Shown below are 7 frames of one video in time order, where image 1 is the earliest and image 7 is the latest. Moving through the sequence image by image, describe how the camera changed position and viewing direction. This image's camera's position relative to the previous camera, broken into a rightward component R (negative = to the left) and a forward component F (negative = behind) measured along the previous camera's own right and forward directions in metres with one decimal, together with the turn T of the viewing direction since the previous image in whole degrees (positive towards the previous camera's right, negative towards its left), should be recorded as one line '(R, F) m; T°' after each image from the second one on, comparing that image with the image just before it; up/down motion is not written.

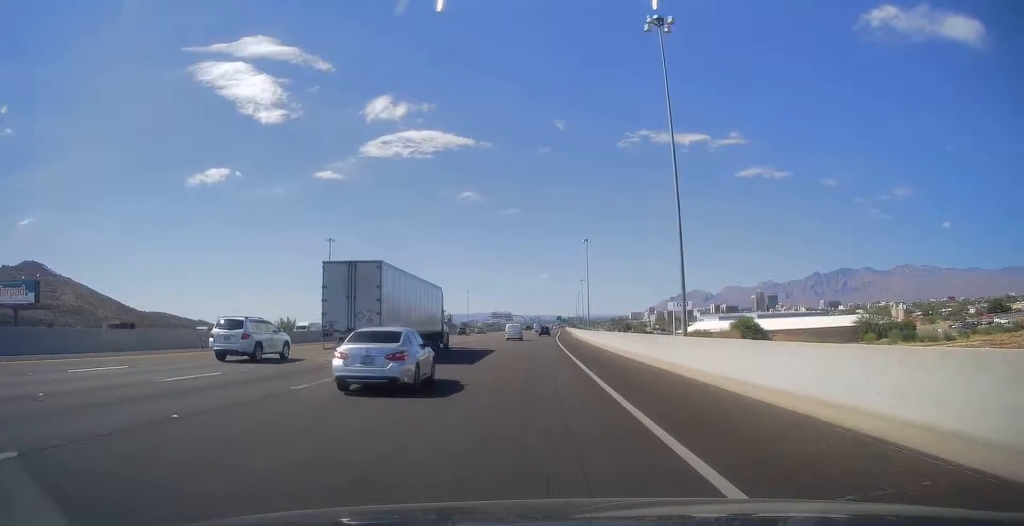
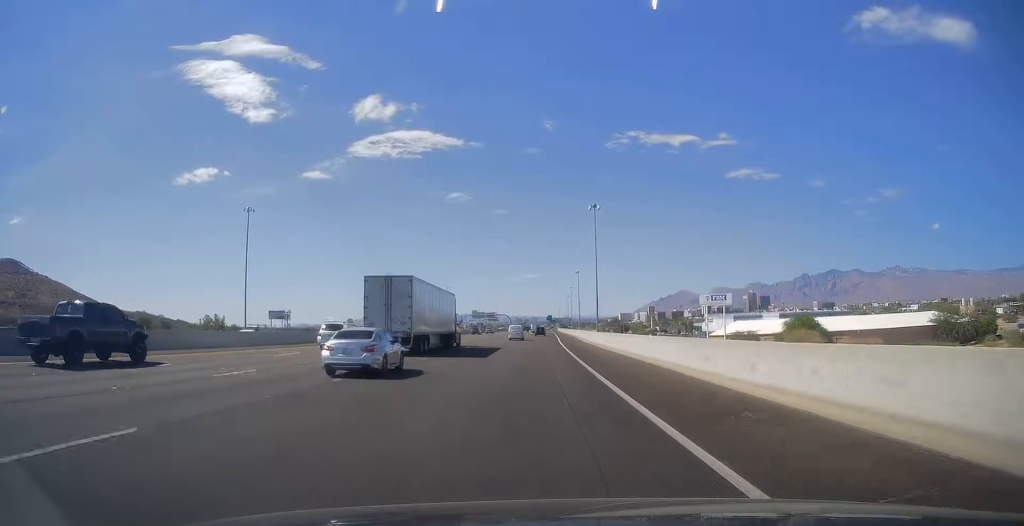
(+1.2, +46.0) m; +3°
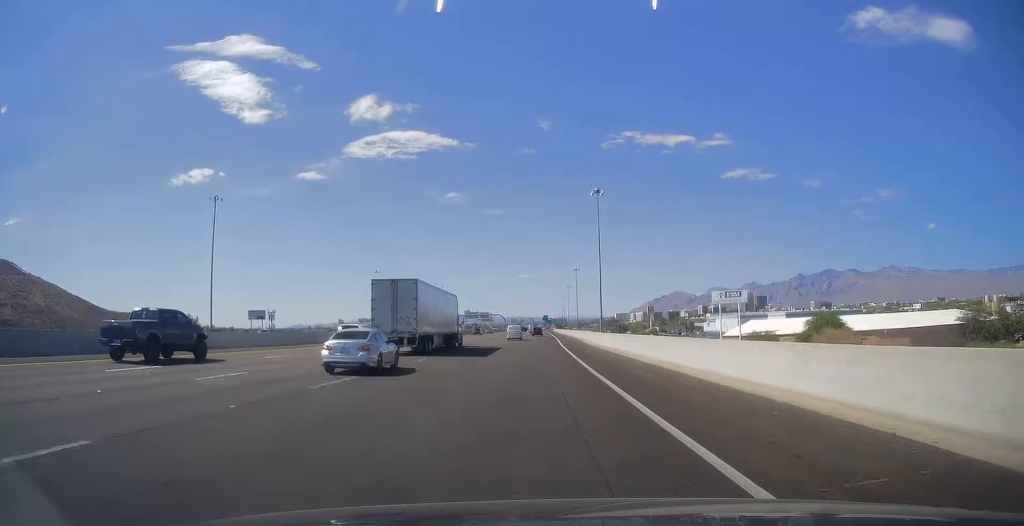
(+0.1, +13.0) m; +1°
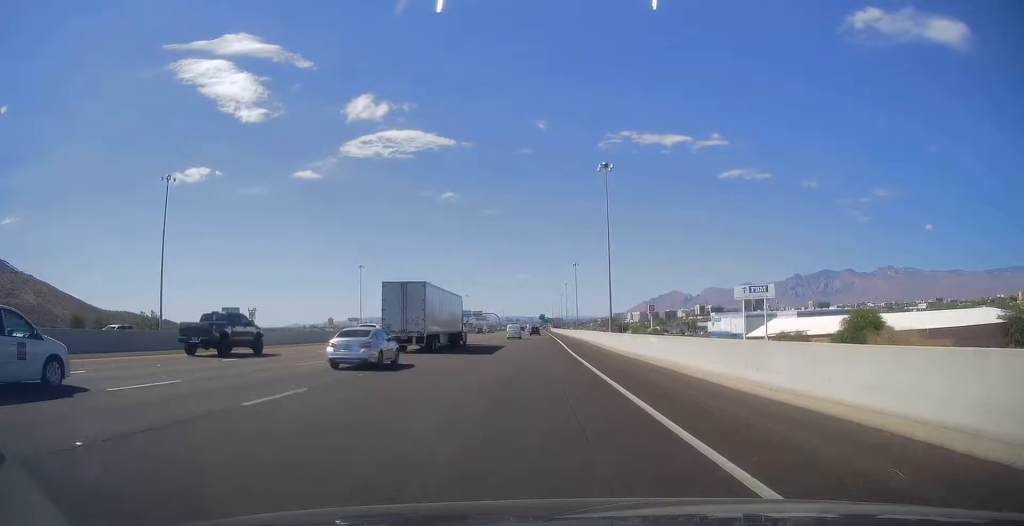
(+0.5, +16.3) m; 0°
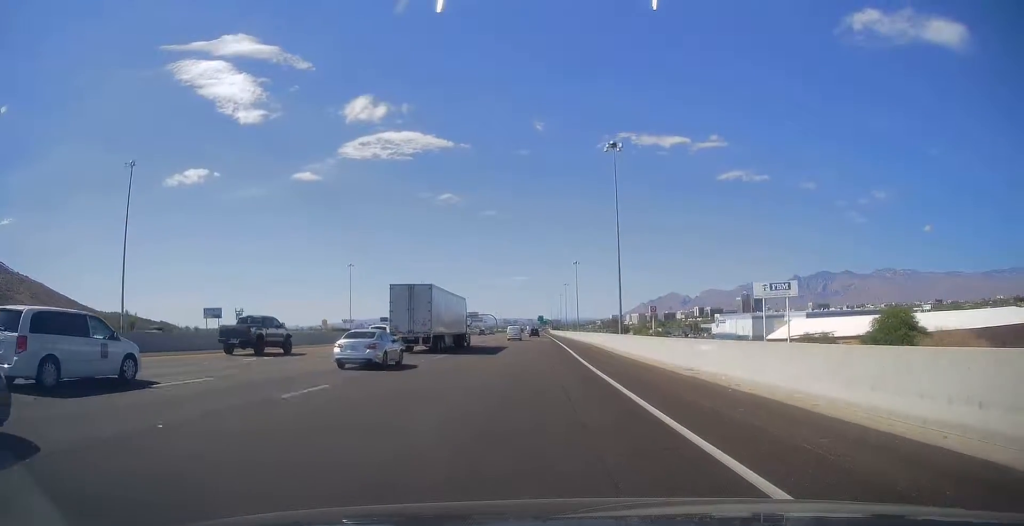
(-0.2, +10.6) m; -1°
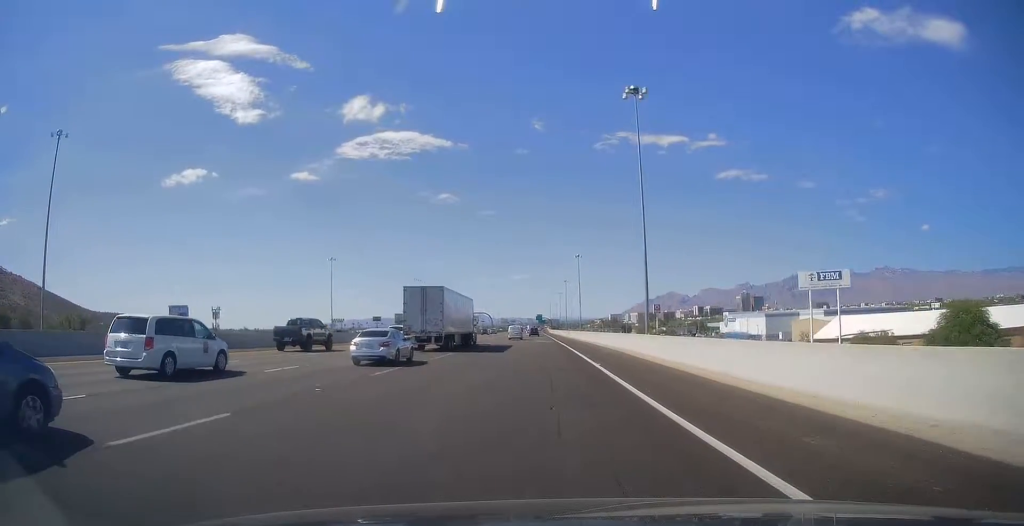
(-0.4, +18.1) m; -1°
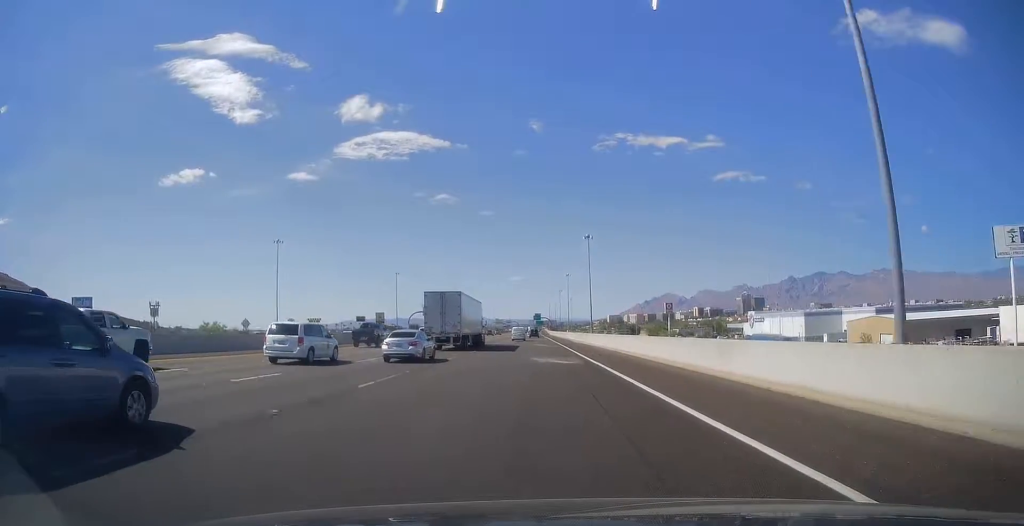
(+1.0, +39.7) m; +3°
